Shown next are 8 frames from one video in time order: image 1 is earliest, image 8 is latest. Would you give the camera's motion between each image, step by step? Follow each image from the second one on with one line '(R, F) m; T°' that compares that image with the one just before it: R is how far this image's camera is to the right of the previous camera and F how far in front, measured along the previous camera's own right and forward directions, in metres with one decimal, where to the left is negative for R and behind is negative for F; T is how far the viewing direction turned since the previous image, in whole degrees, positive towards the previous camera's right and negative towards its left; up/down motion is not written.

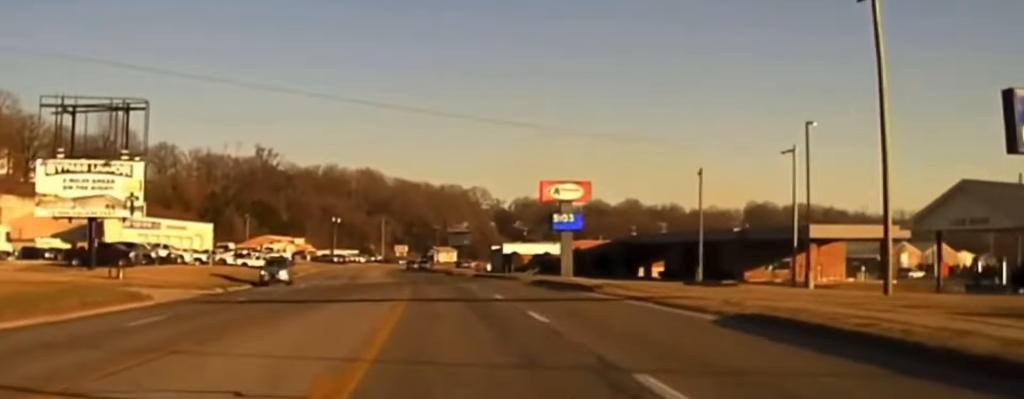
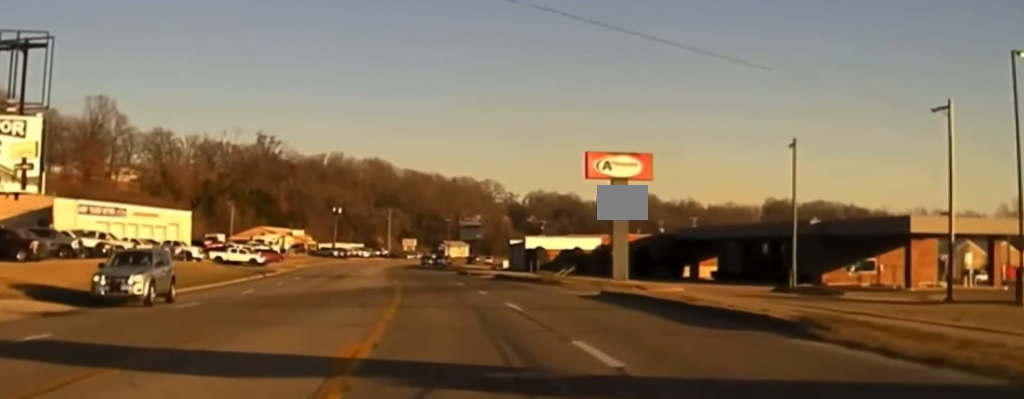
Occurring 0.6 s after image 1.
(0.0, +22.0) m; 0°
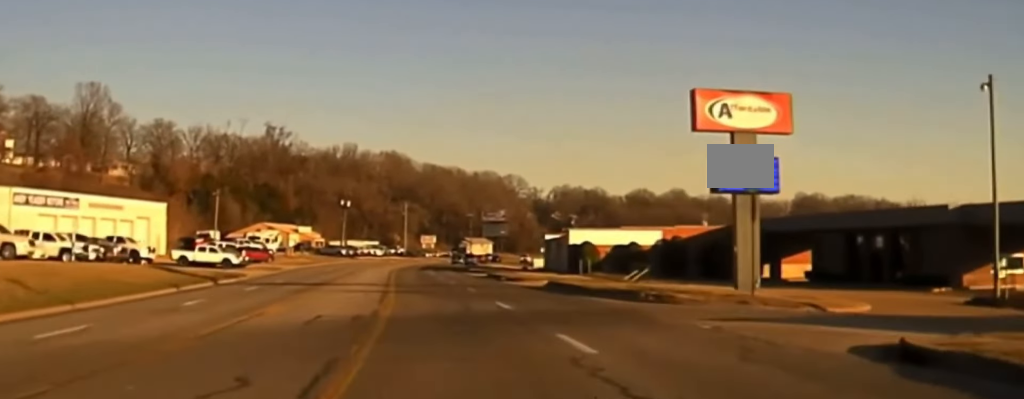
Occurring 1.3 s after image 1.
(-0.1, +25.4) m; -1°
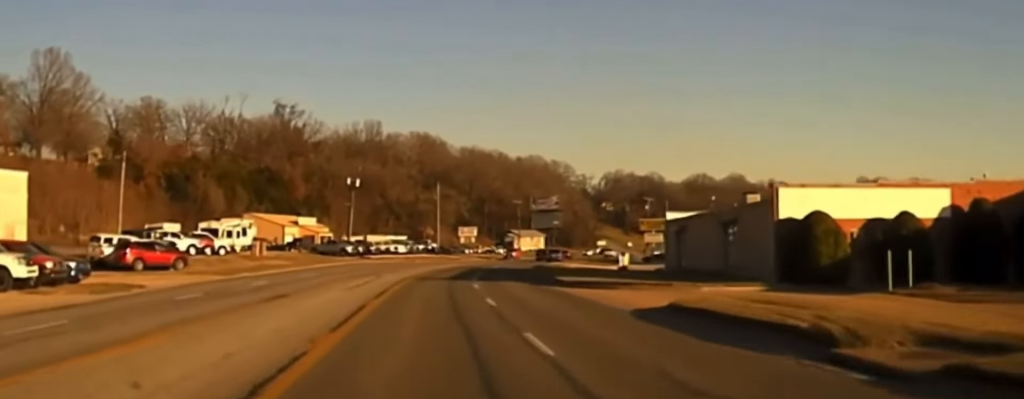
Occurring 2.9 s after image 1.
(-1.1, +46.4) m; -2°
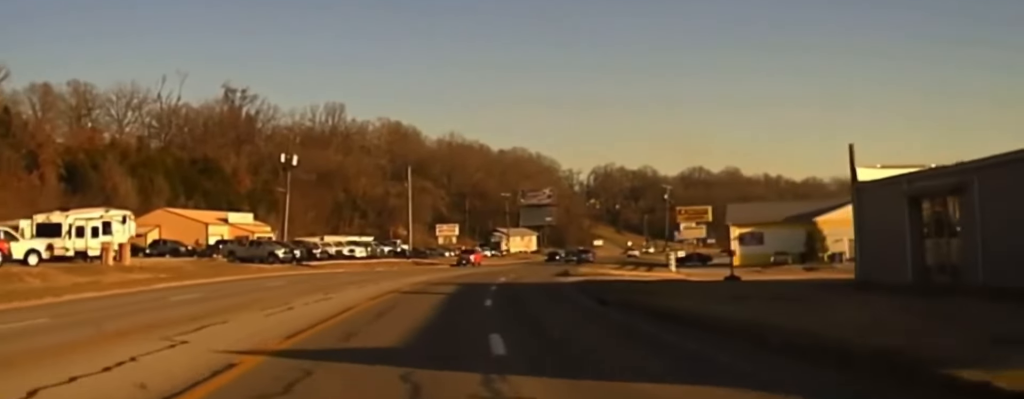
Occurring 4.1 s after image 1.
(-0.3, +32.8) m; 0°
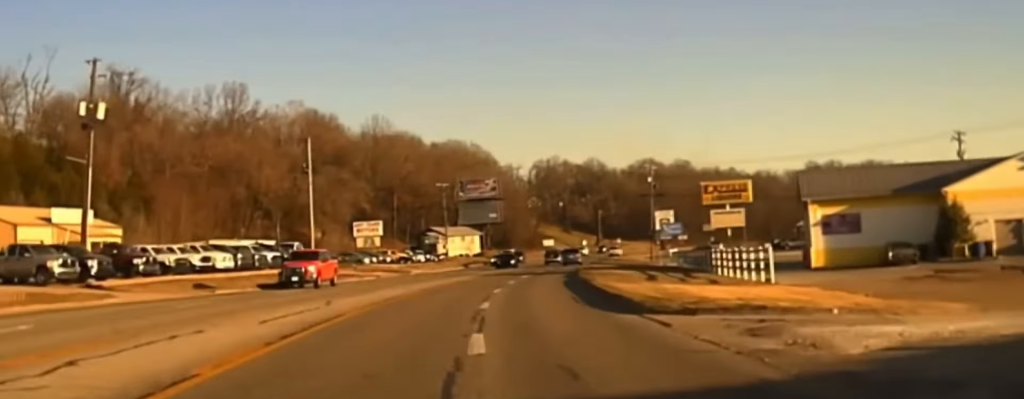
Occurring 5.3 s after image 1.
(+0.5, +36.9) m; +4°
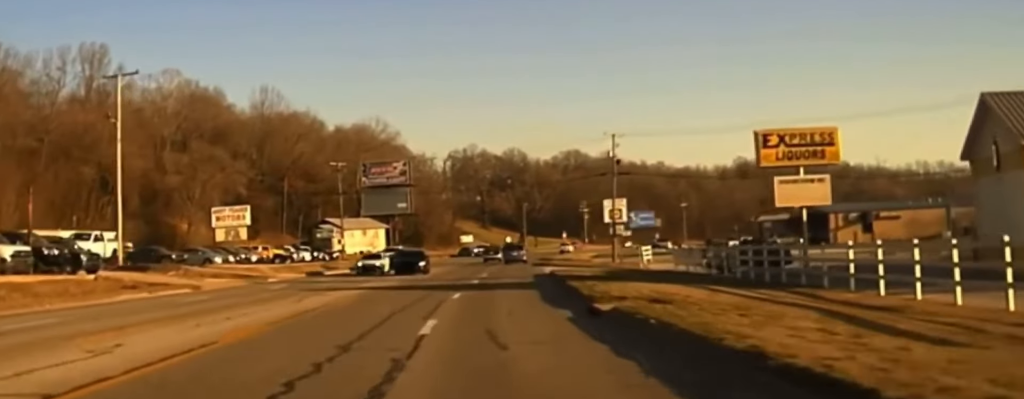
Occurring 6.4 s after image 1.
(+1.9, +36.5) m; +5°
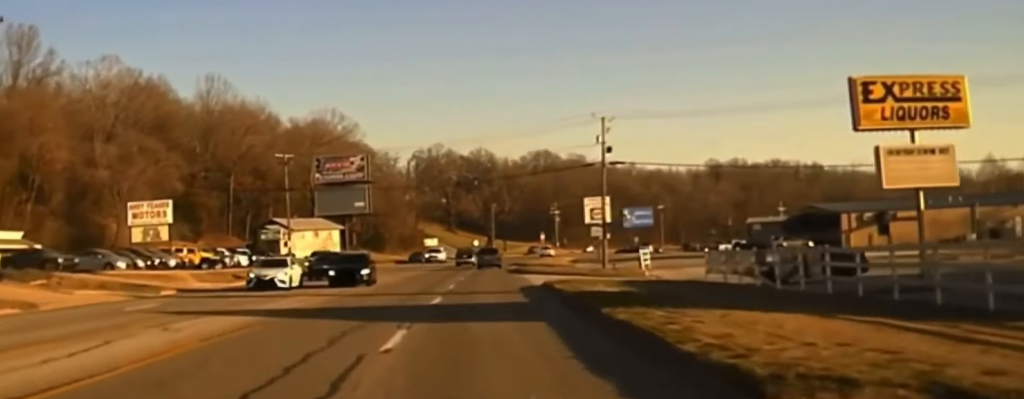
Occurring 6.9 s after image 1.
(+0.6, +17.2) m; +1°
